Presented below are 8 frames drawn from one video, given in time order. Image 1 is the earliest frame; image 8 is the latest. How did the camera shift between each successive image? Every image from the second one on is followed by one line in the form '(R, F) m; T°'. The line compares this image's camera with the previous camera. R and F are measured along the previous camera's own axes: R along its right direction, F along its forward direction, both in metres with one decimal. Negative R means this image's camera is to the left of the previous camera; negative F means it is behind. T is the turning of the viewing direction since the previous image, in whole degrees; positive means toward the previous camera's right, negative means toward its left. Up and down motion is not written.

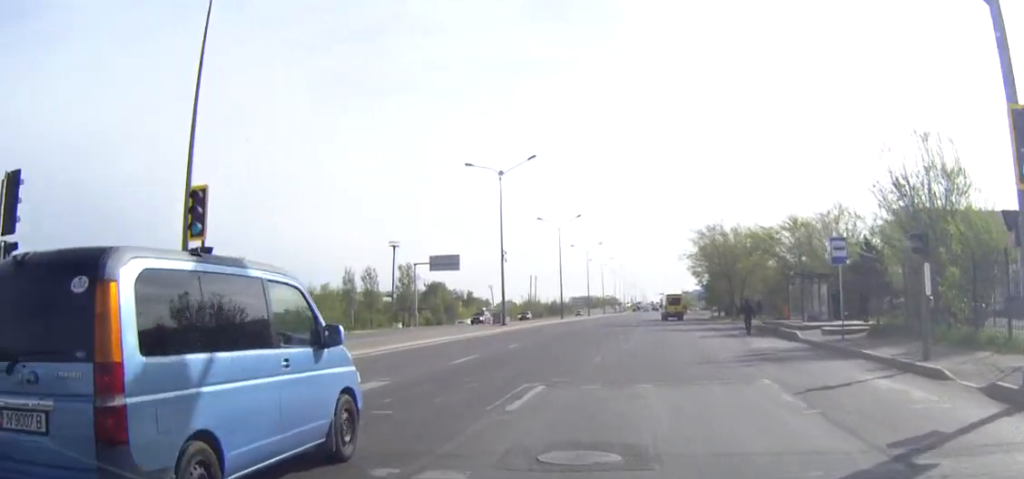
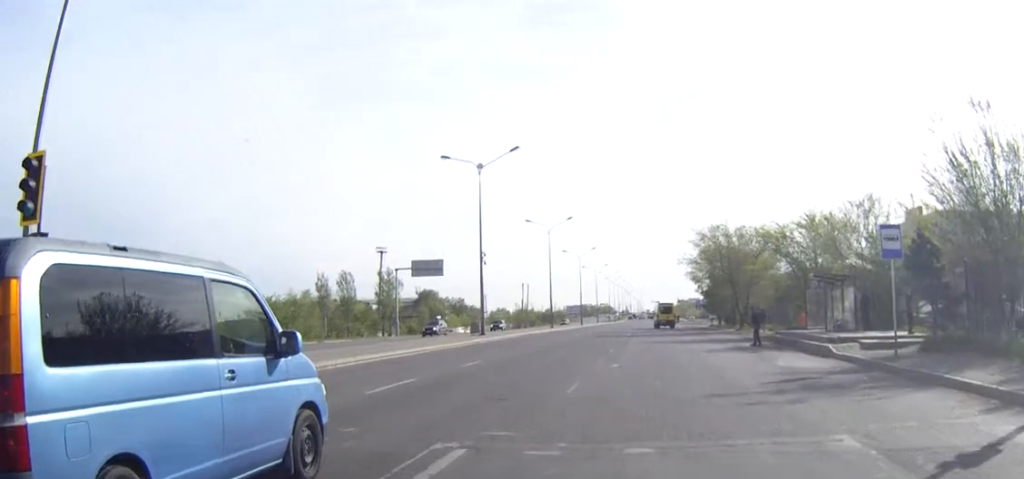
(+0.1, +6.4) m; +1°
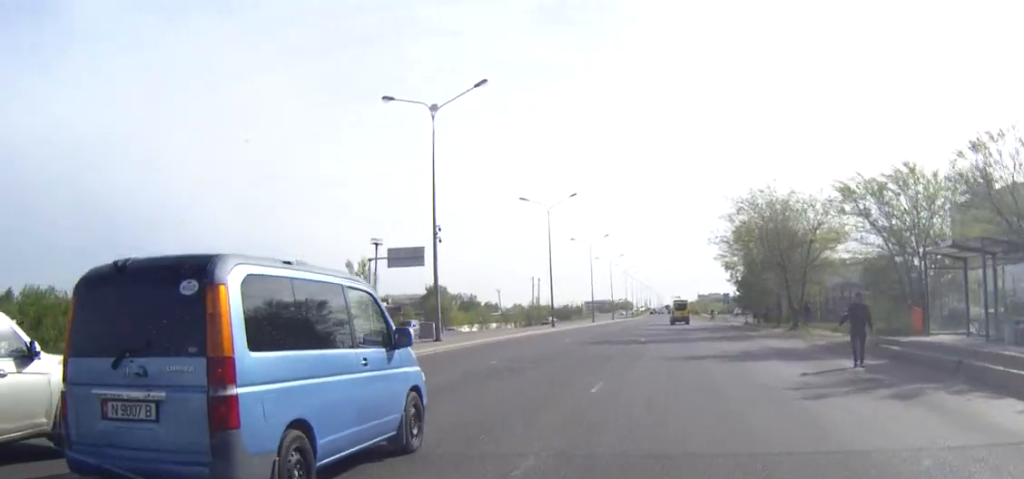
(-0.3, +16.2) m; -4°
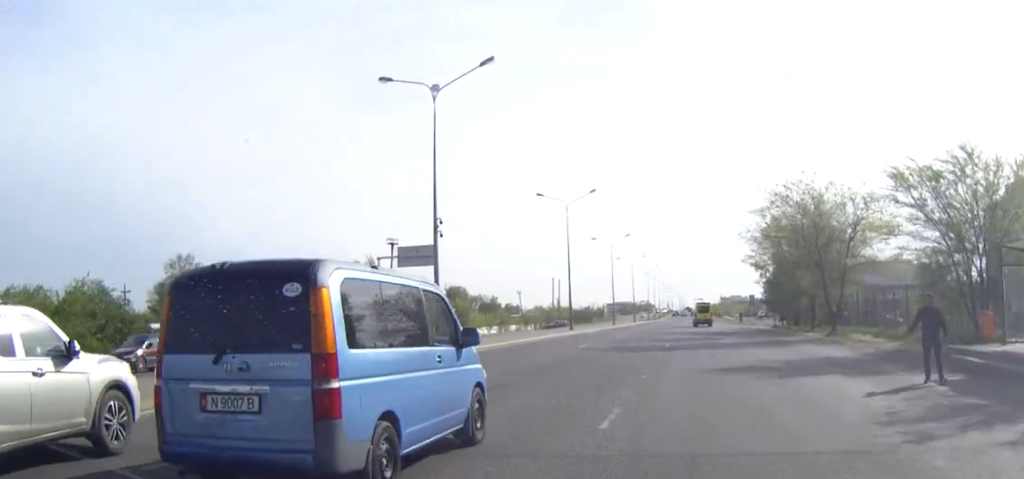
(-0.1, +4.1) m; -1°
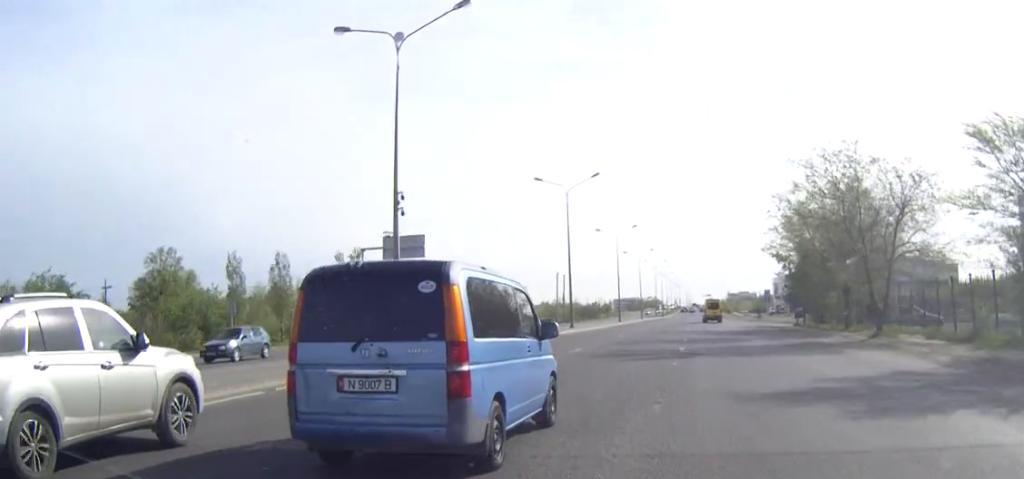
(0.0, +7.1) m; 0°
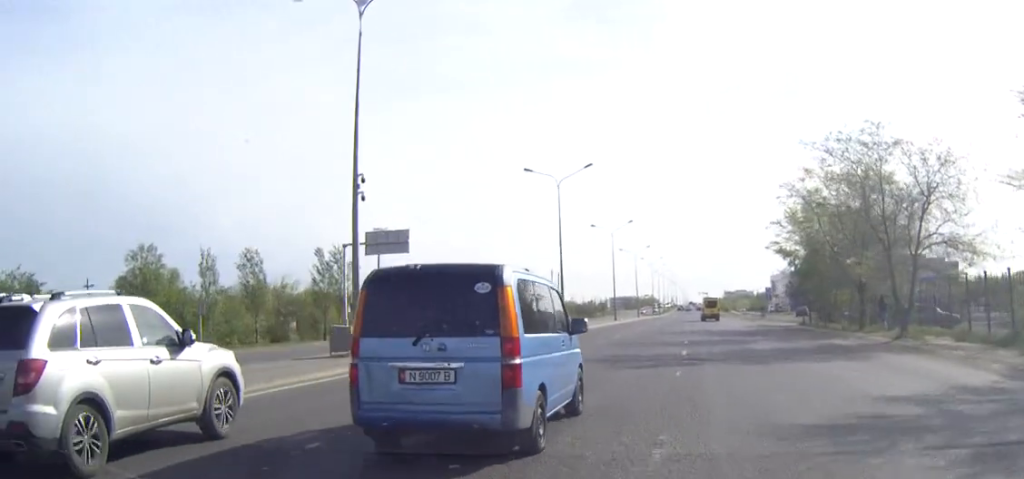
(0.0, +4.0) m; 0°
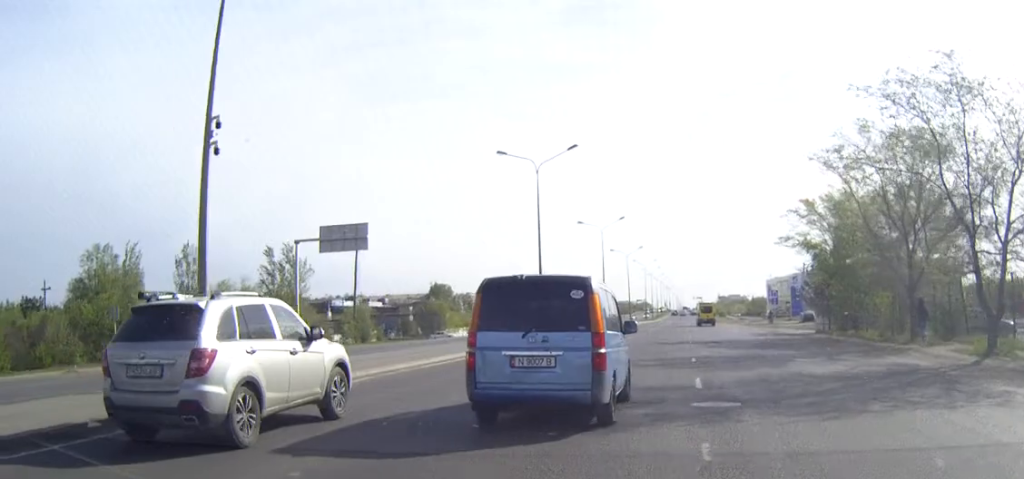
(0.0, +9.4) m; 0°
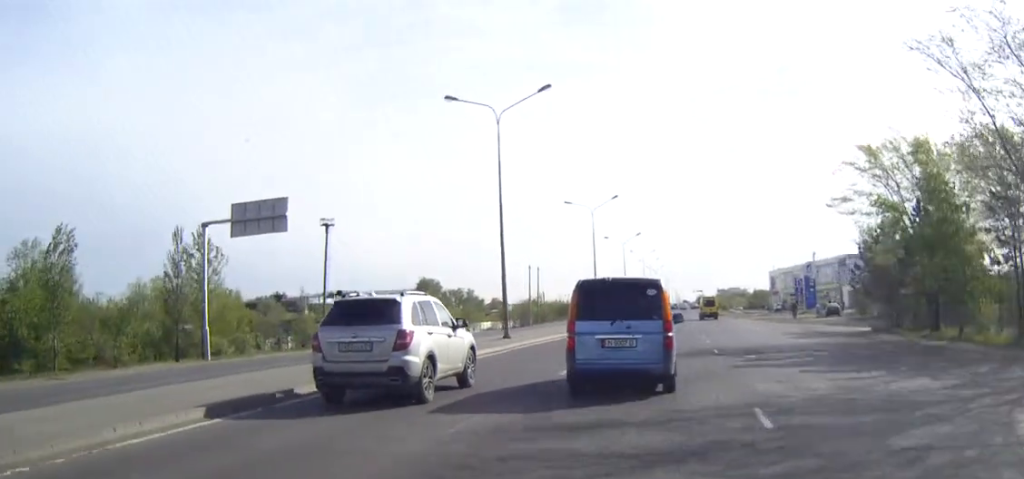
(0.0, +14.3) m; +1°
